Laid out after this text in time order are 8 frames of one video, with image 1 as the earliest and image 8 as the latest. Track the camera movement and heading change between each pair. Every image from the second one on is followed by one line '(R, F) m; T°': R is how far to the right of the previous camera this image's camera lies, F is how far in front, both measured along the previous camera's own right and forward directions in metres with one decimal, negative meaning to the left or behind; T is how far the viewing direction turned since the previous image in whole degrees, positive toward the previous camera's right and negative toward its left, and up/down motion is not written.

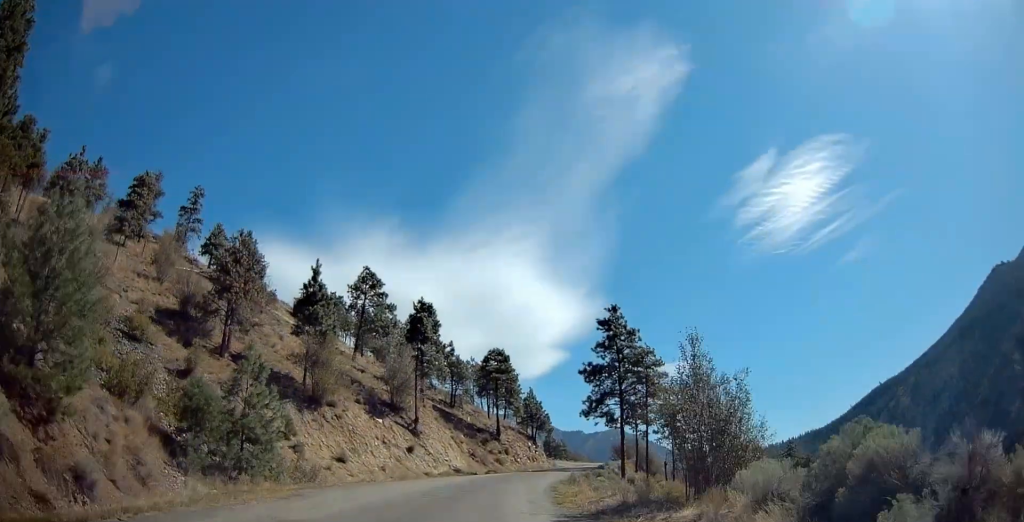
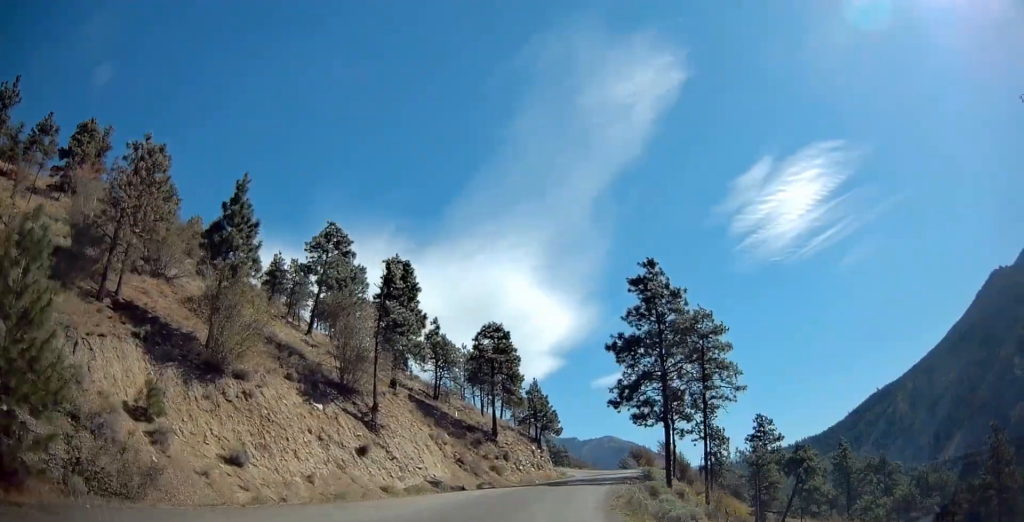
(-1.0, +14.4) m; -4°
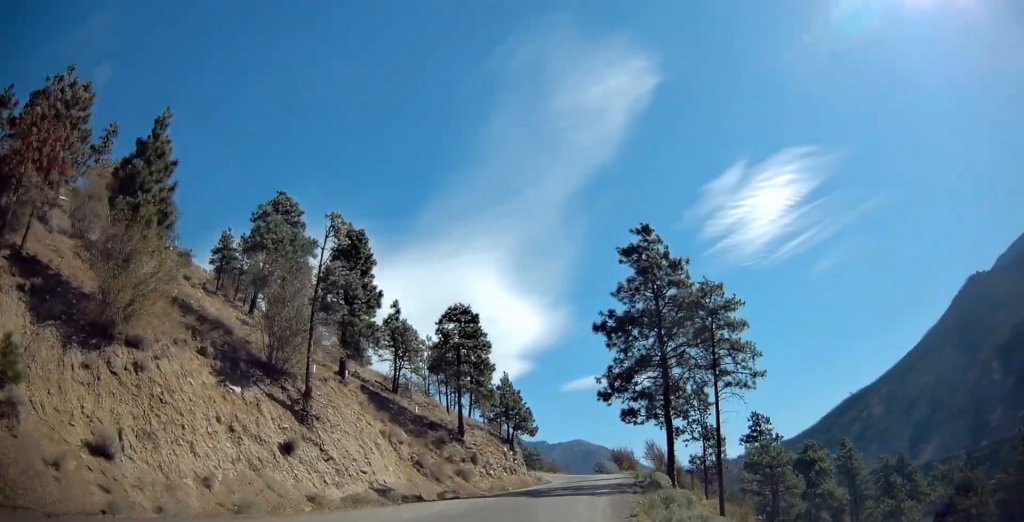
(-0.1, +6.5) m; +1°
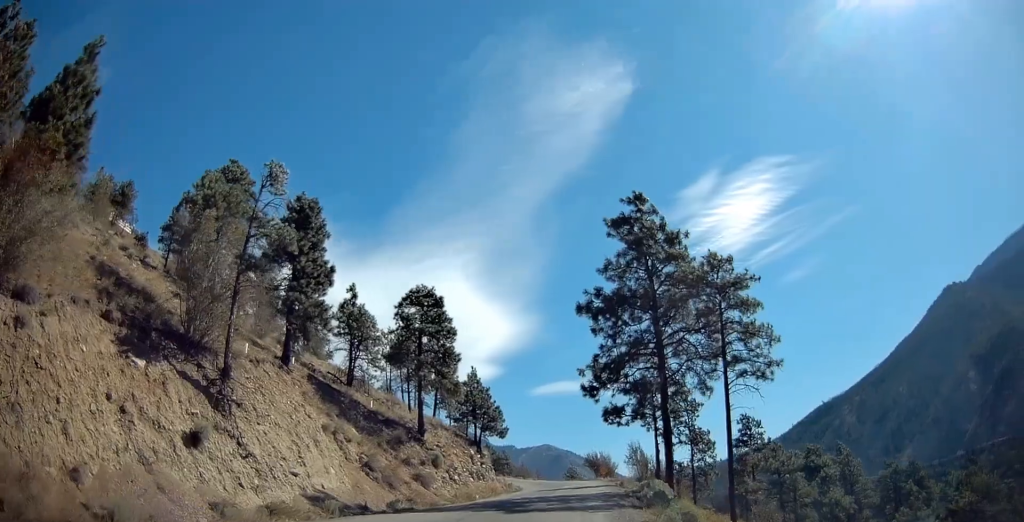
(+0.1, +5.0) m; +3°
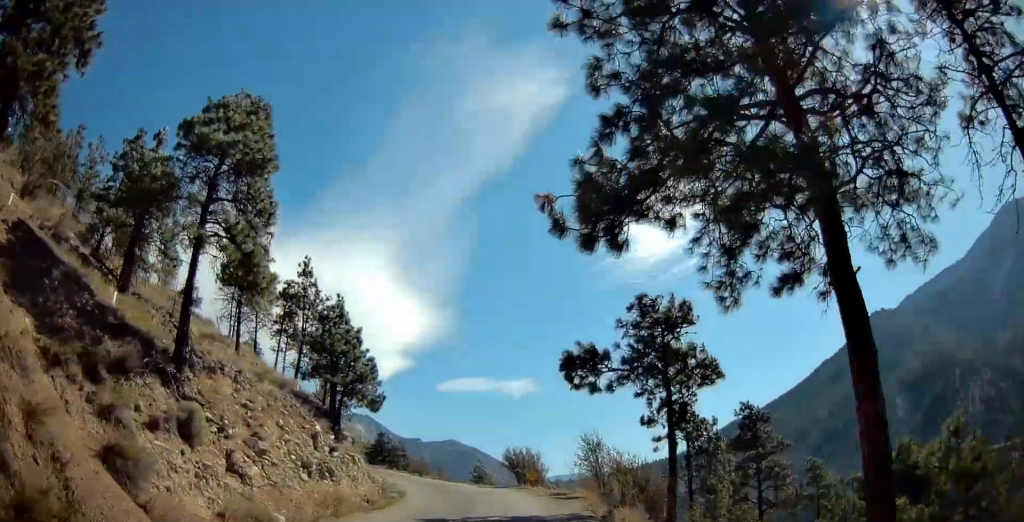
(+1.4, +19.2) m; +7°
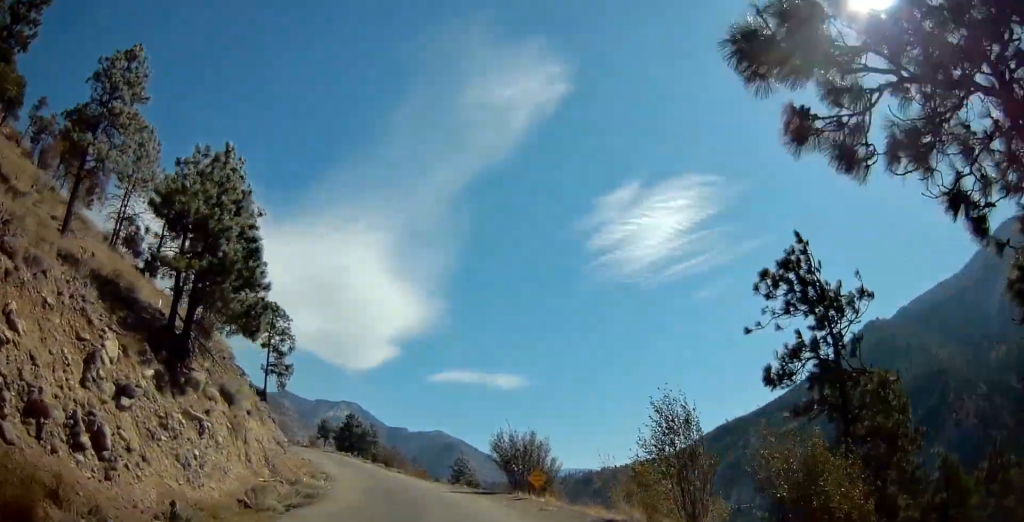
(+0.9, +15.3) m; +6°
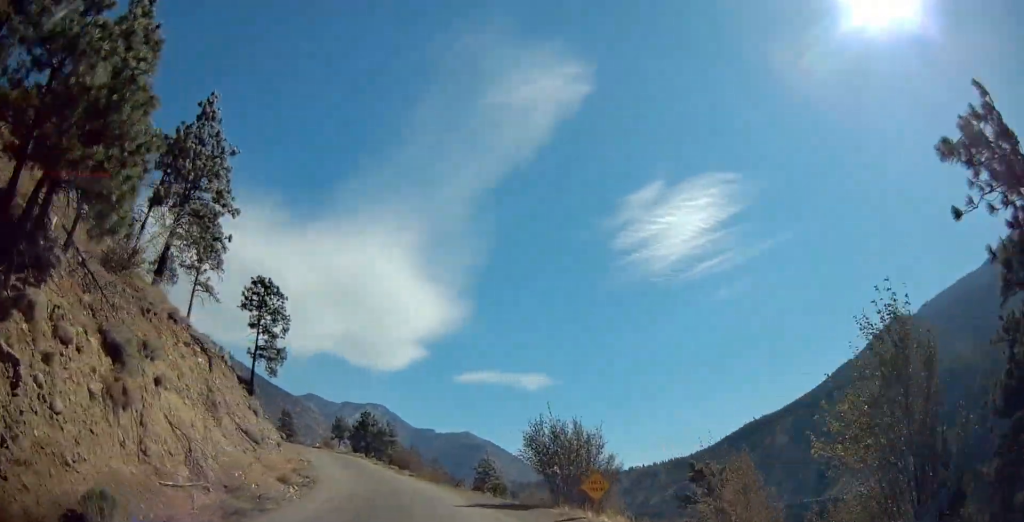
(0.0, +8.0) m; 0°
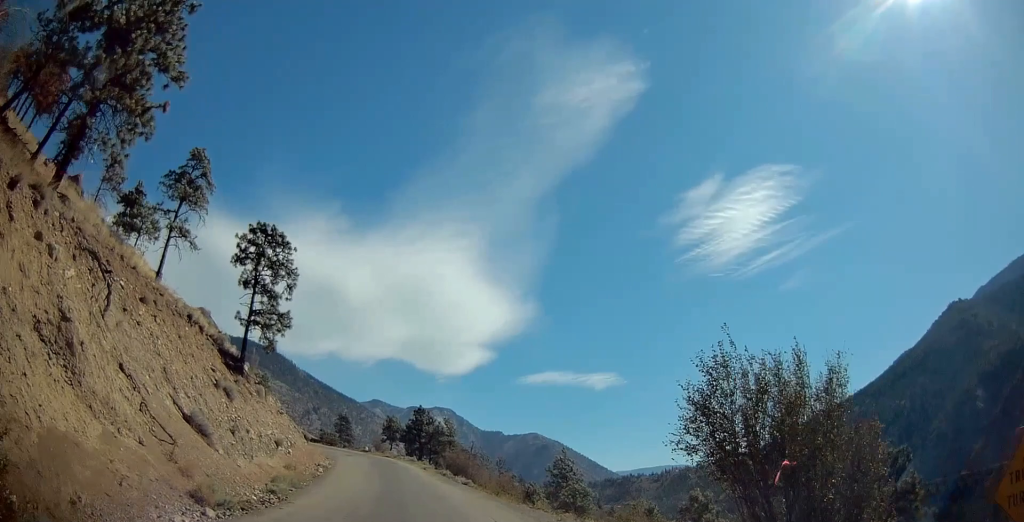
(0.0, +11.8) m; -6°
